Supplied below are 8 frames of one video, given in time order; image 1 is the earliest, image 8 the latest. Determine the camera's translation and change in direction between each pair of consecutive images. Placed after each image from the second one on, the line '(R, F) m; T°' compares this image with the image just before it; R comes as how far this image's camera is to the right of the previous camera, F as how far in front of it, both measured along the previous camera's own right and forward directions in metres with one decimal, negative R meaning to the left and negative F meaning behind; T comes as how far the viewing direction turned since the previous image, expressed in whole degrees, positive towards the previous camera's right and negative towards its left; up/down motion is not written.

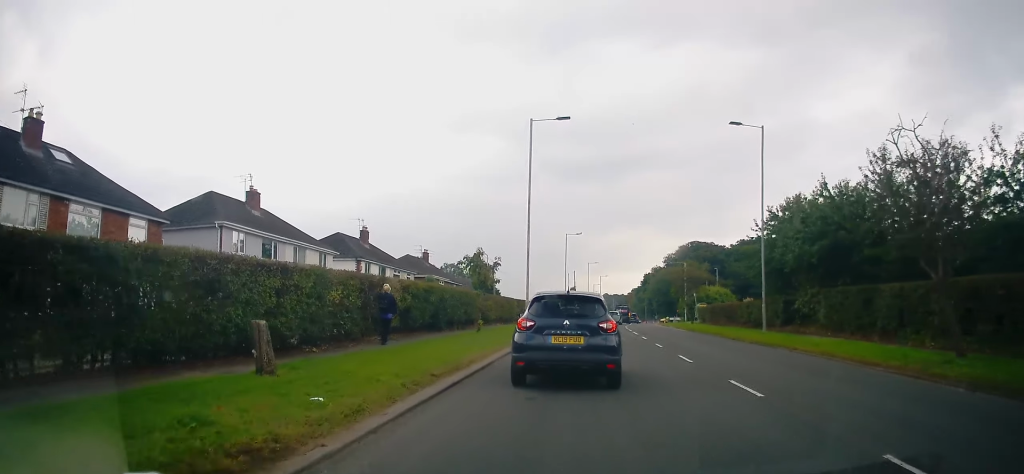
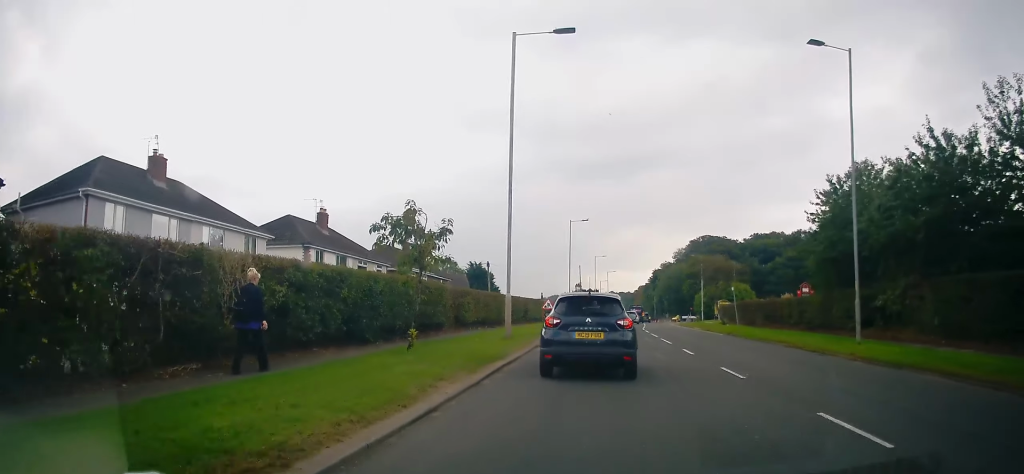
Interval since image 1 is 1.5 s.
(-0.2, +9.5) m; -2°
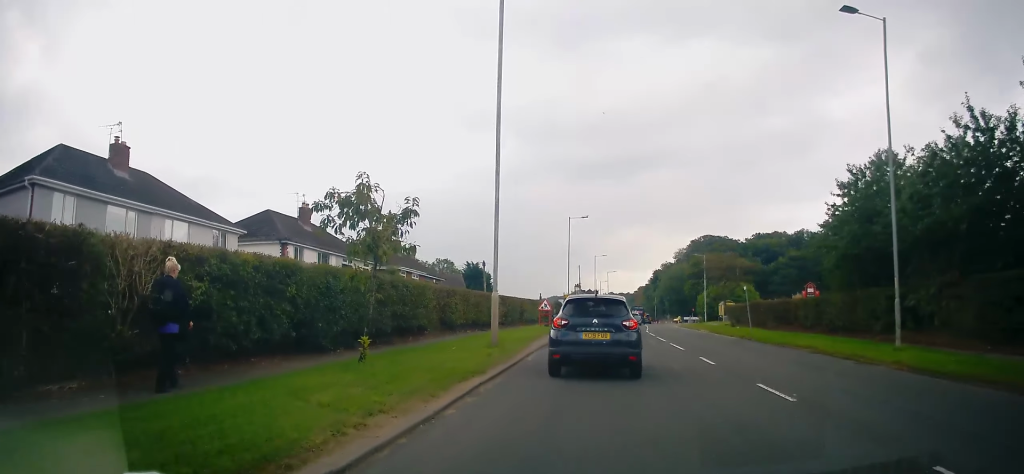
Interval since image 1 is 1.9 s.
(0.0, +2.7) m; 0°
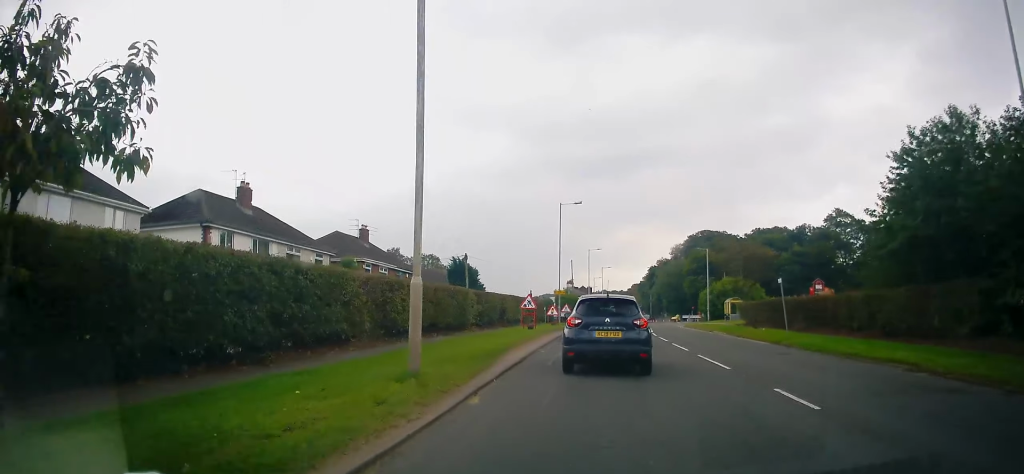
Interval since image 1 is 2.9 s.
(+0.2, +6.8) m; +1°
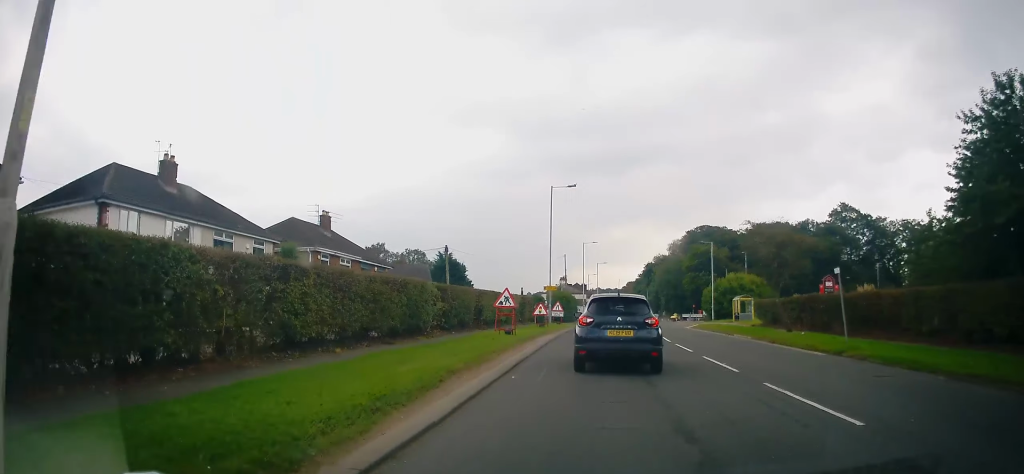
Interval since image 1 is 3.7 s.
(-0.1, +6.4) m; 0°
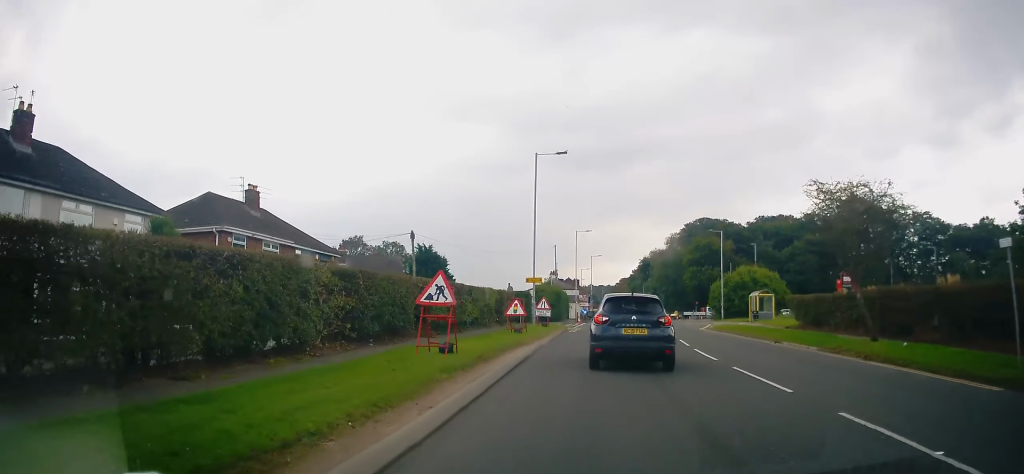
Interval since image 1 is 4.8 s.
(+0.1, +9.3) m; +1°
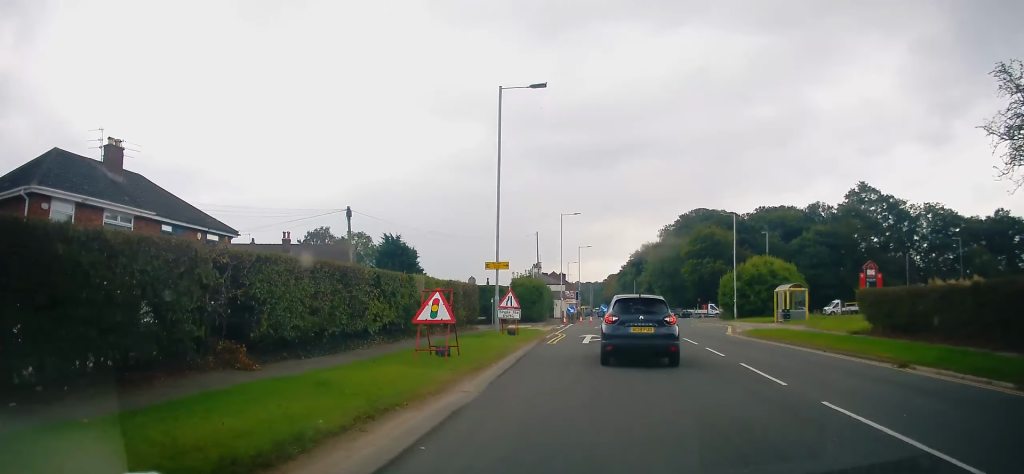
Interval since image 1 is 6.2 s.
(0.0, +11.2) m; 0°
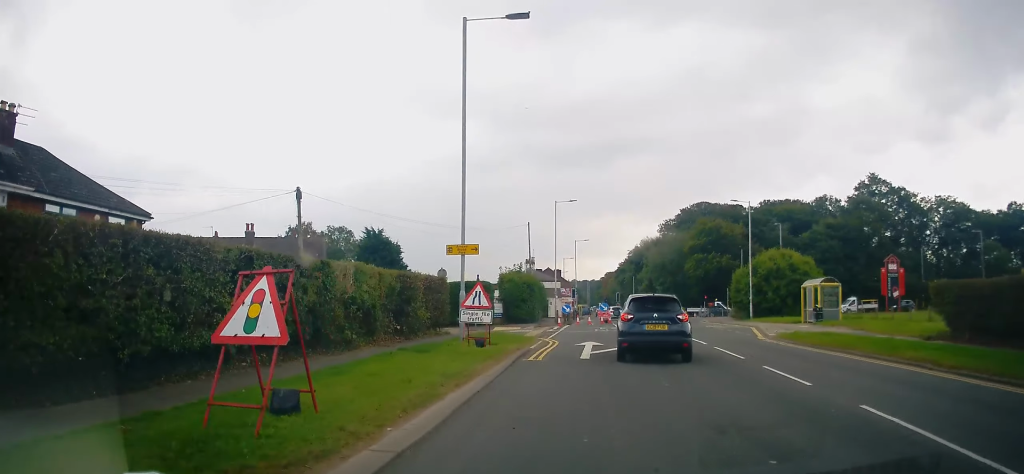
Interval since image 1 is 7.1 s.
(0.0, +6.6) m; +1°
